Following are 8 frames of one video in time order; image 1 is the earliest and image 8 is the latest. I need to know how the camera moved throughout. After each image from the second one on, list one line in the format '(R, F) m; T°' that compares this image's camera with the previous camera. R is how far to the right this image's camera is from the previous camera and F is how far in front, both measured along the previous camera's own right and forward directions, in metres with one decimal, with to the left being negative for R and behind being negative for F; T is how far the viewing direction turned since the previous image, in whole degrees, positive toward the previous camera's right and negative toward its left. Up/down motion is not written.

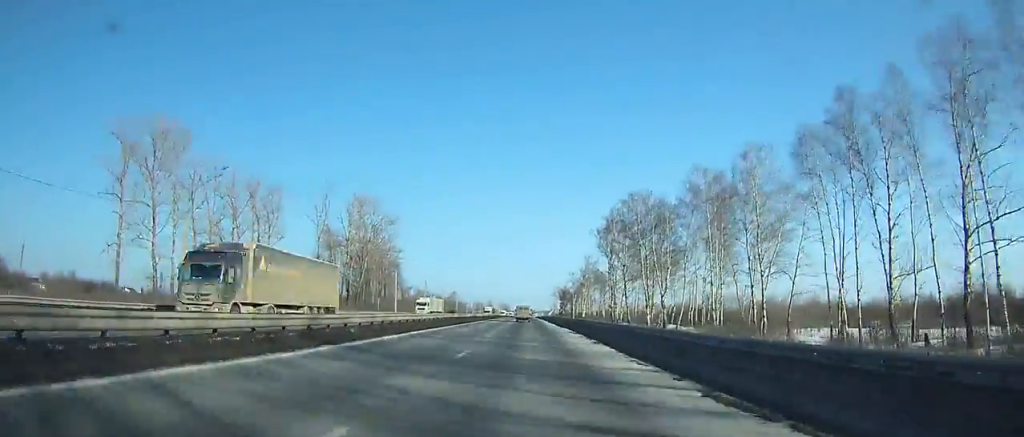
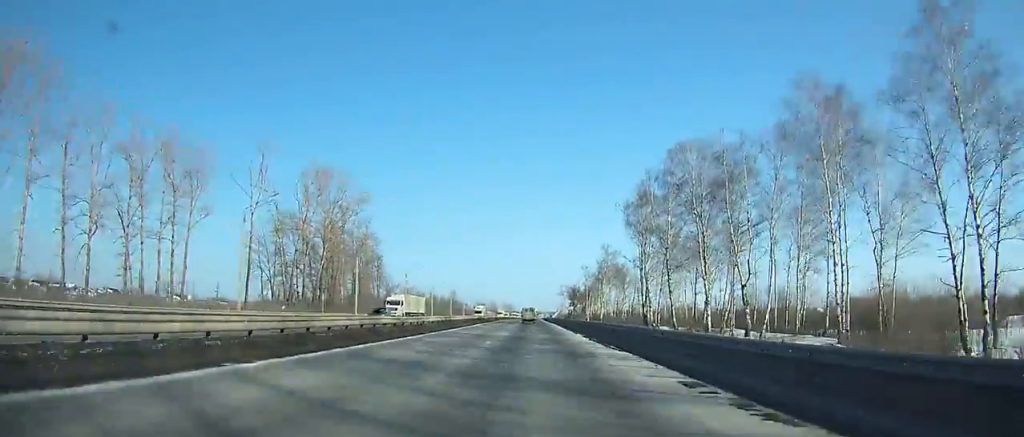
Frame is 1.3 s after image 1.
(0.0, +28.5) m; 0°
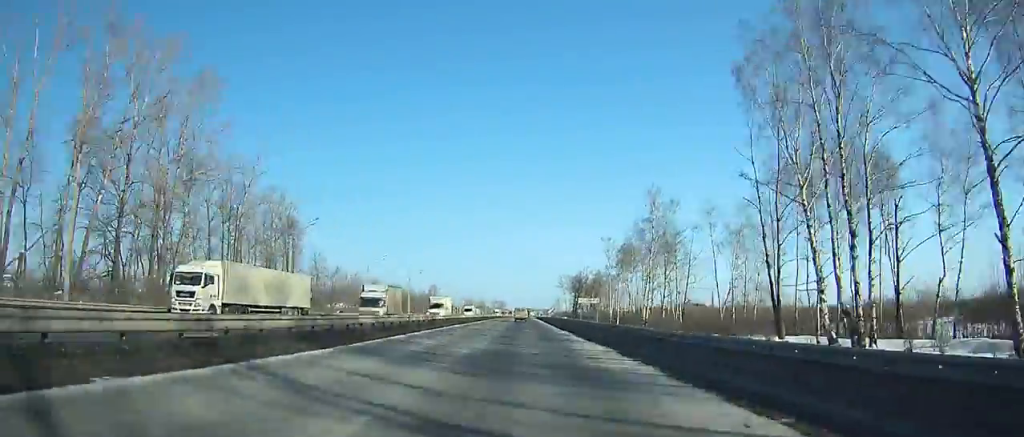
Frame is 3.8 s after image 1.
(+0.1, +55.0) m; 0°
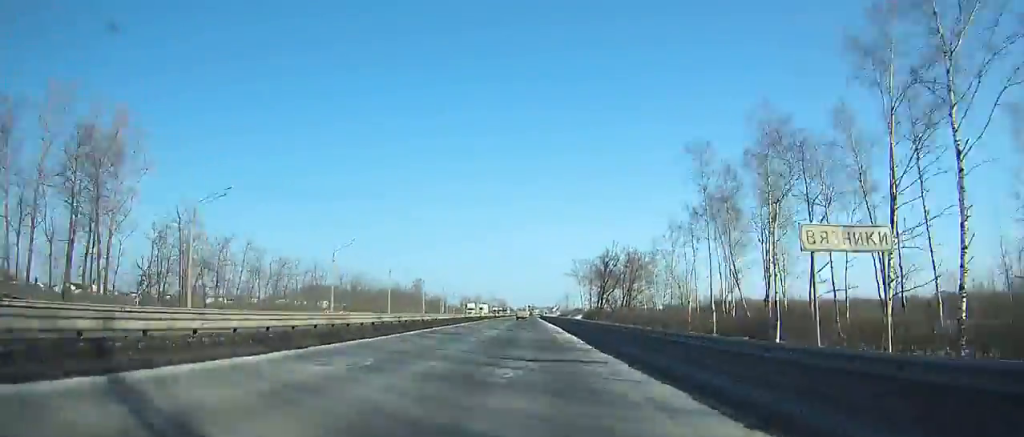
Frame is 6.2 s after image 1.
(+0.2, +53.2) m; 0°
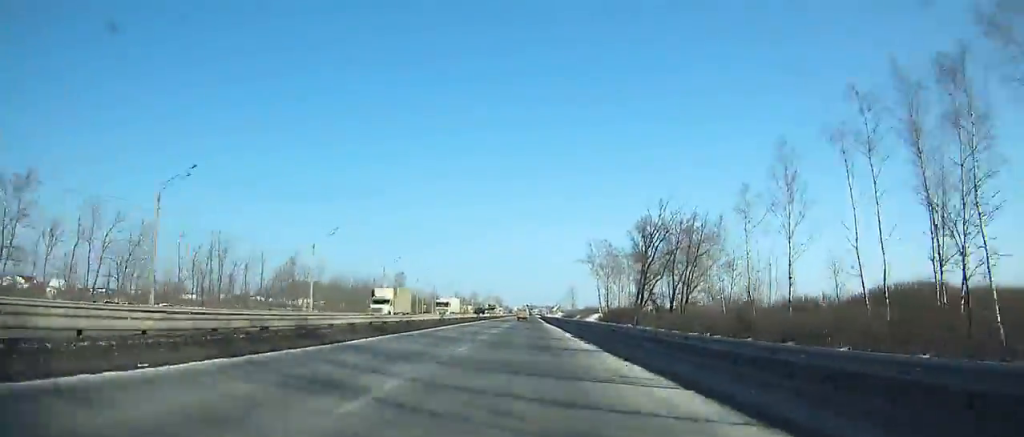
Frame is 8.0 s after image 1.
(-0.1, +40.2) m; 0°
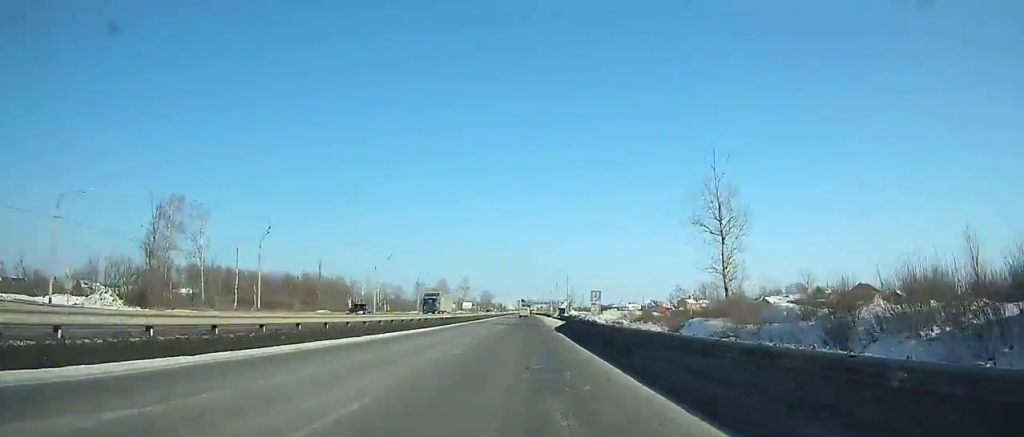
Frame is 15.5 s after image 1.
(+0.3, +168.0) m; 0°
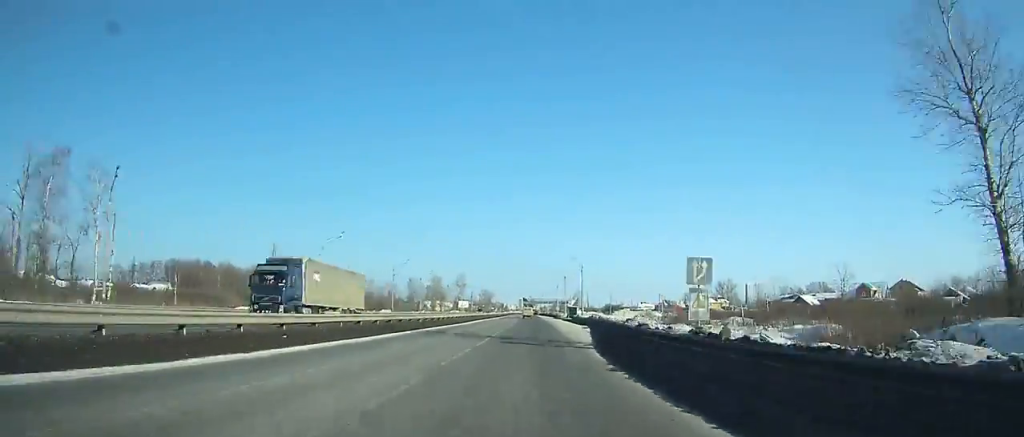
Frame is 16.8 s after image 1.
(0.0, +28.8) m; 0°
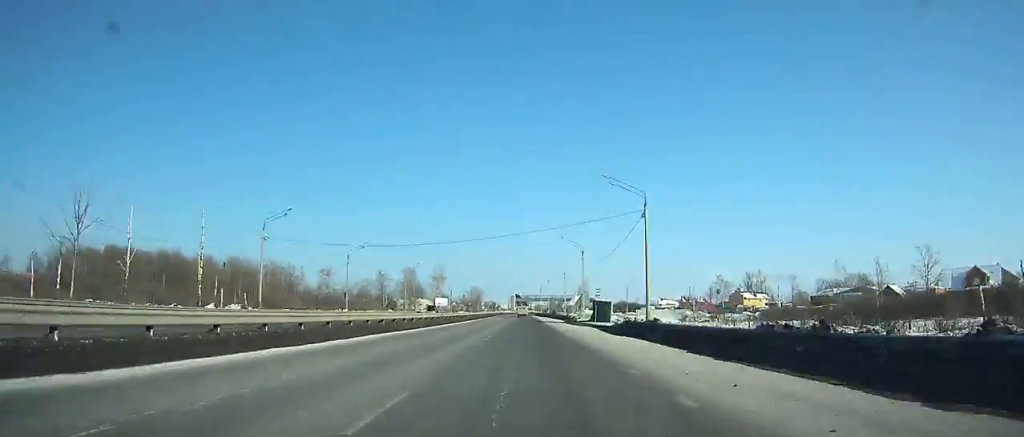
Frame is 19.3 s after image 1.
(0.0, +55.1) m; 0°
